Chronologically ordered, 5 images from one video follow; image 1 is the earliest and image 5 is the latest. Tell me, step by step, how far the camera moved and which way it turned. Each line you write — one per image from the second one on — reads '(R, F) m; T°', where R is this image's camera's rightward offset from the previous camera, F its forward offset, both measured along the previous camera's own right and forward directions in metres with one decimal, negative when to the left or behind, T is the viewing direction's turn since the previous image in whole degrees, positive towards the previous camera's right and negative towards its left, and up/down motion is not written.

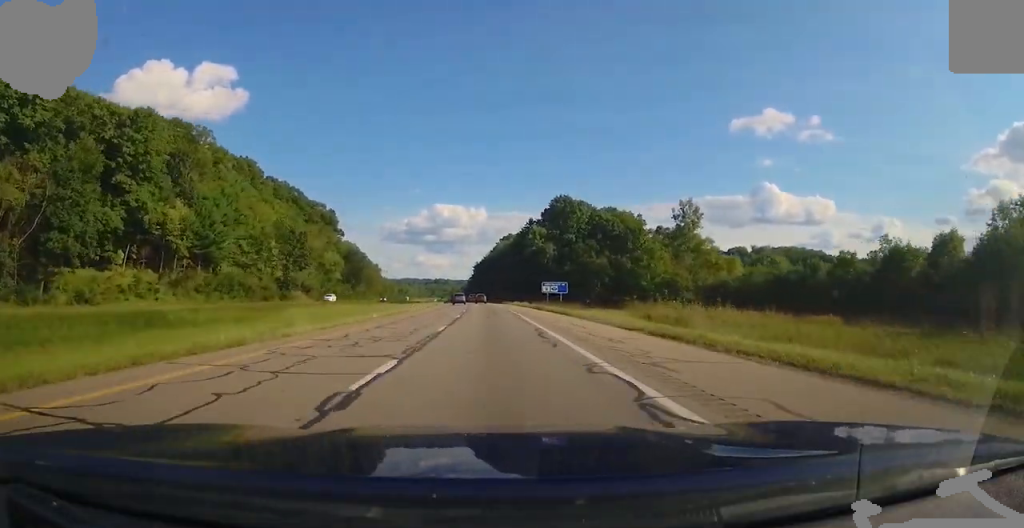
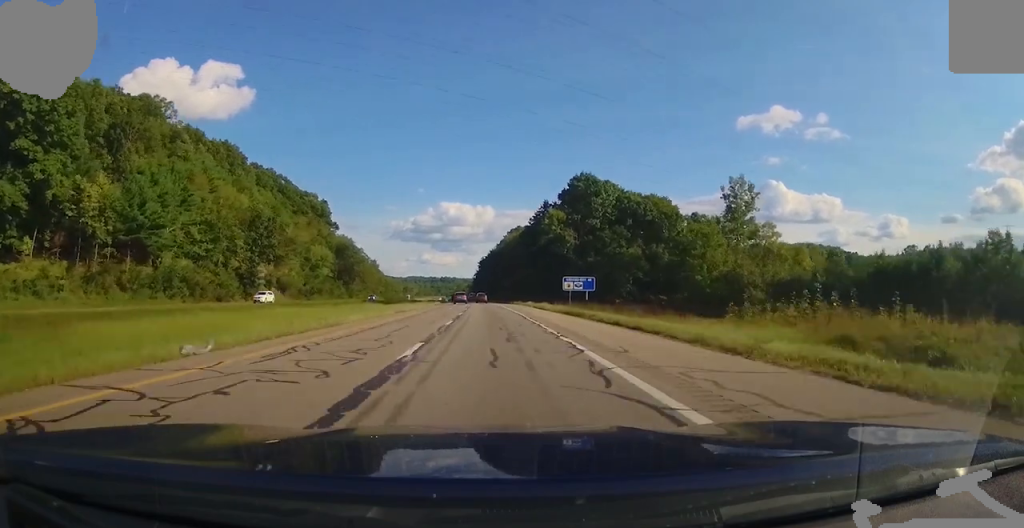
(-0.2, +21.1) m; -1°
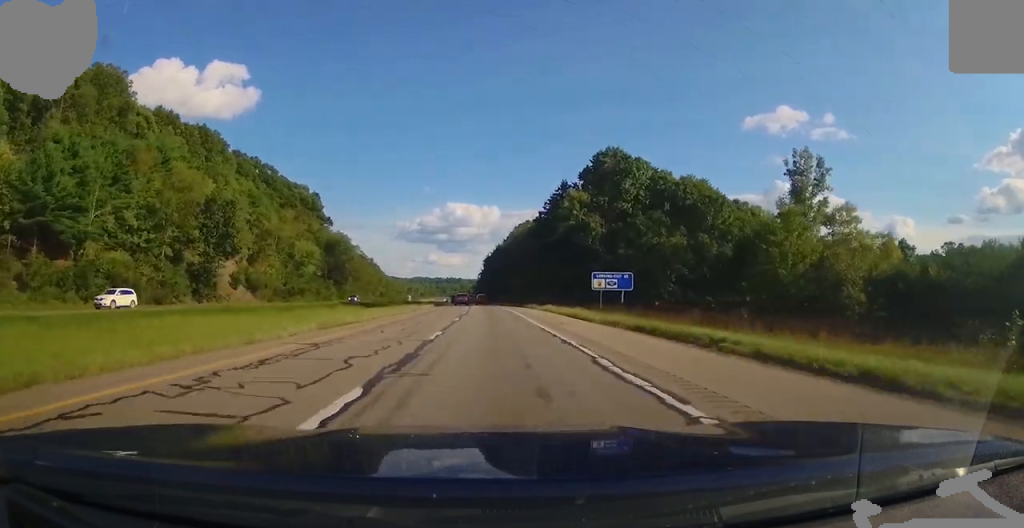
(+0.1, +18.8) m; -1°
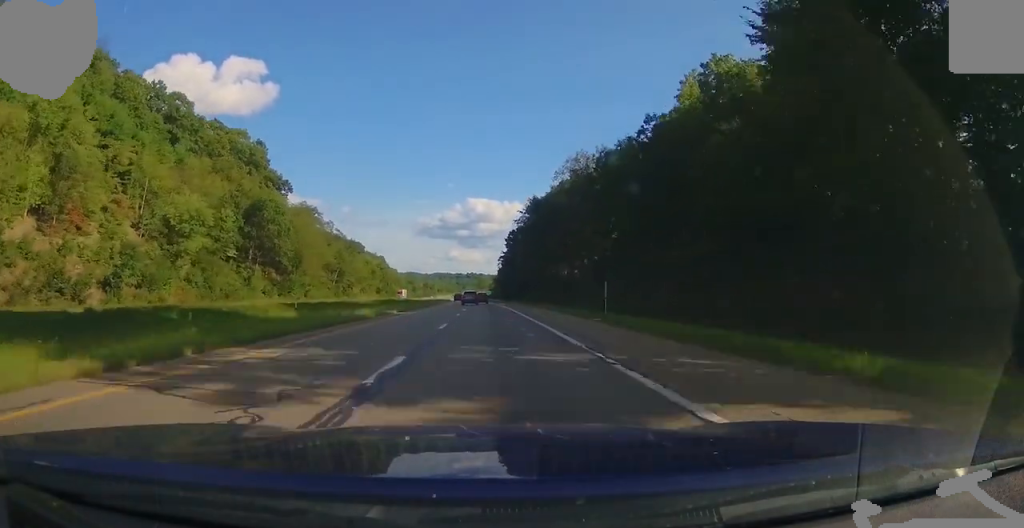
(-1.6, +70.2) m; -2°
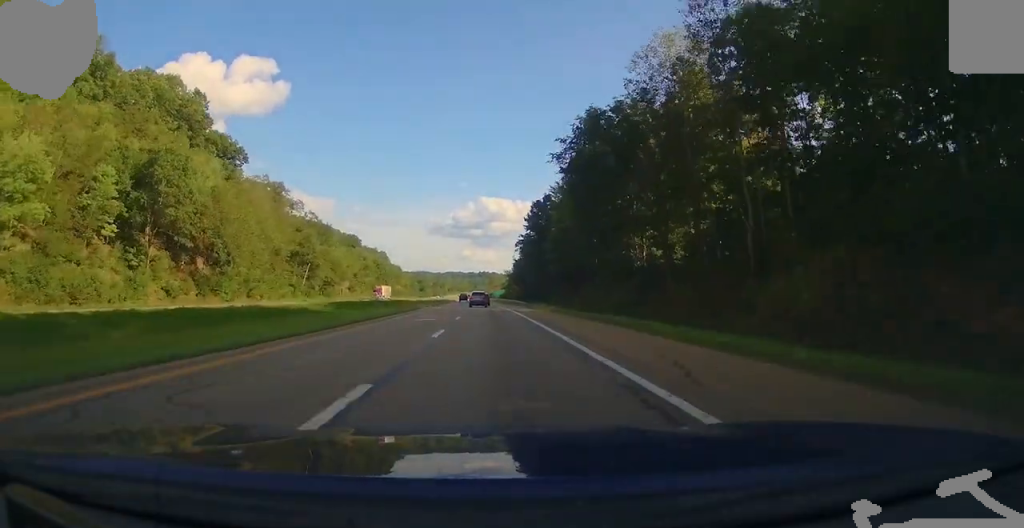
(-0.3, +39.7) m; -1°
